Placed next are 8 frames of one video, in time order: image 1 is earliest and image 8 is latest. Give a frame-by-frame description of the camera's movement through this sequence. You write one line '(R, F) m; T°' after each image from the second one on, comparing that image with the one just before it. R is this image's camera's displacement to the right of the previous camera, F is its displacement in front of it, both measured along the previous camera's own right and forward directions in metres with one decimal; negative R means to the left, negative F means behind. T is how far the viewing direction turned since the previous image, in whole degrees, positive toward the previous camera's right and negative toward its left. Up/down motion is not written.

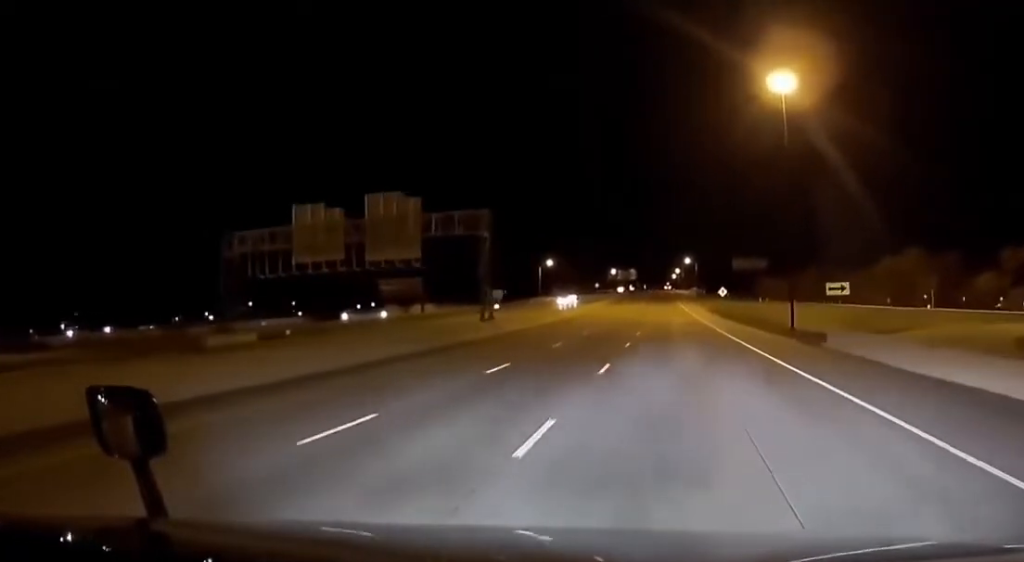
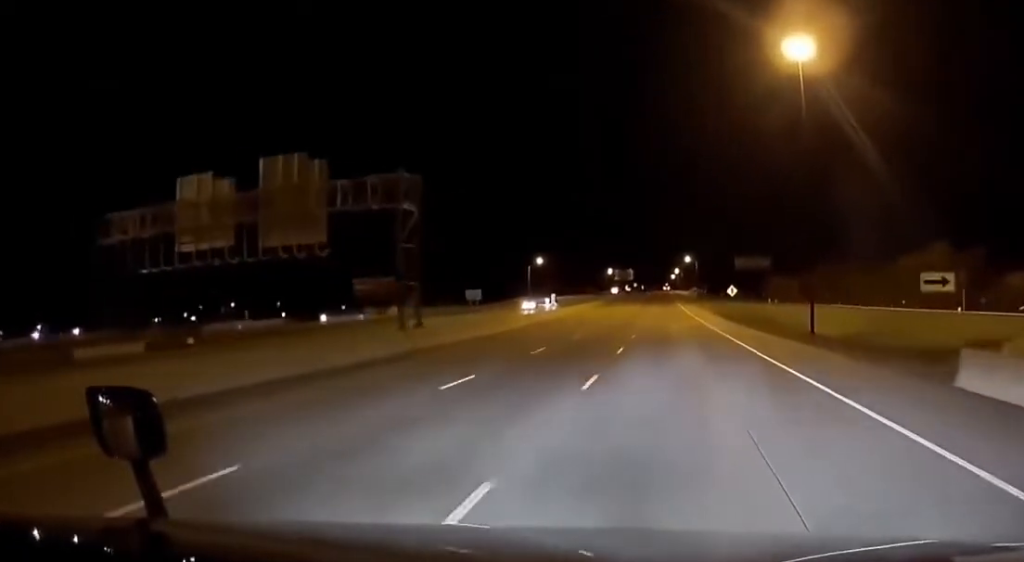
(-0.4, +17.0) m; 0°
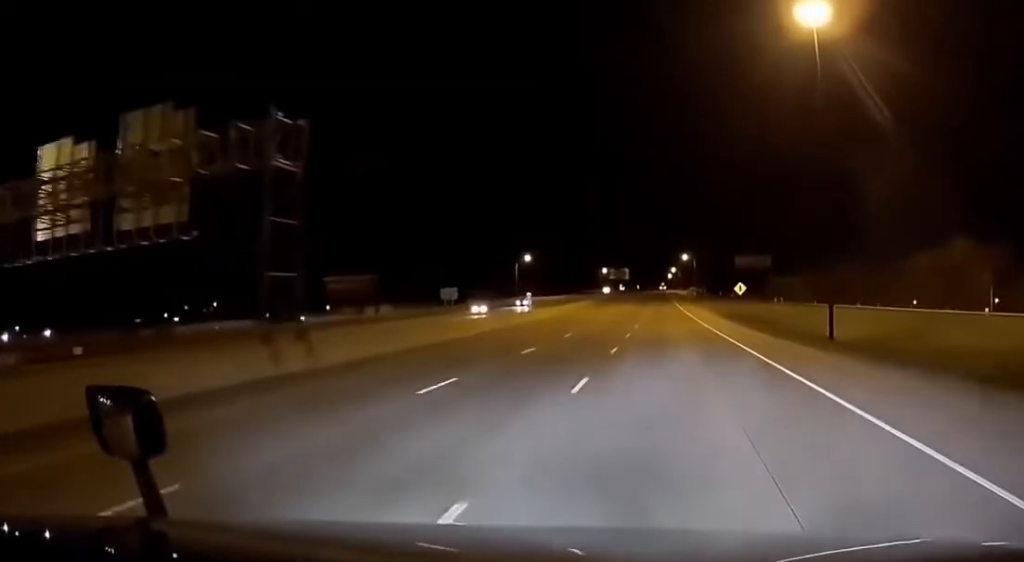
(+0.3, +13.6) m; +1°
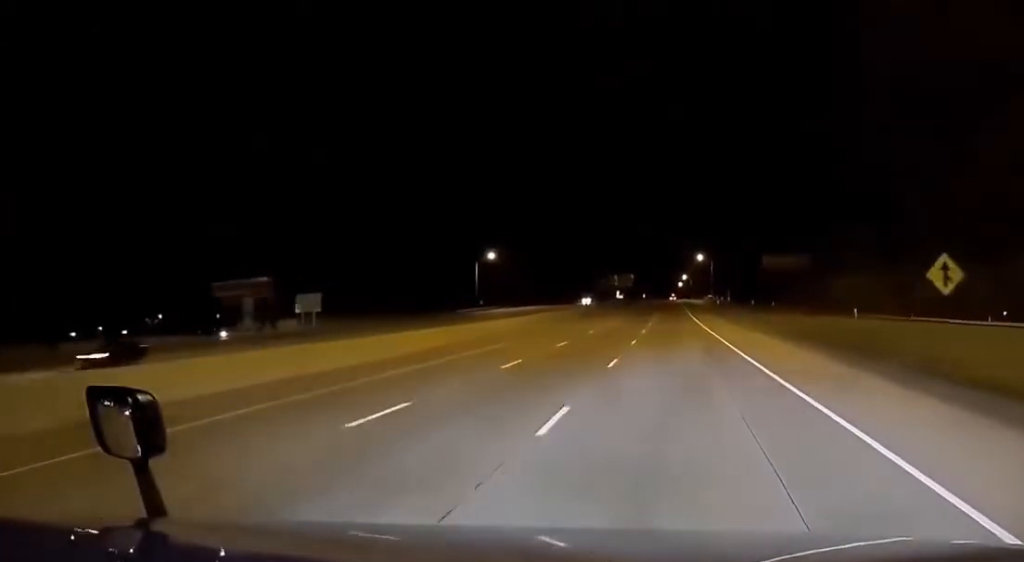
(+0.7, +53.4) m; 0°
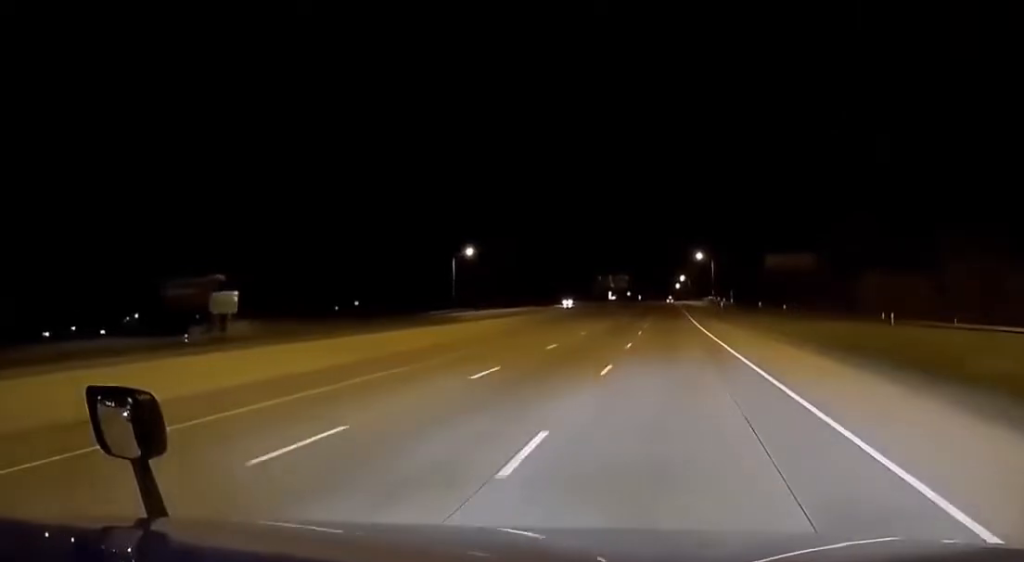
(0.0, +15.2) m; -1°
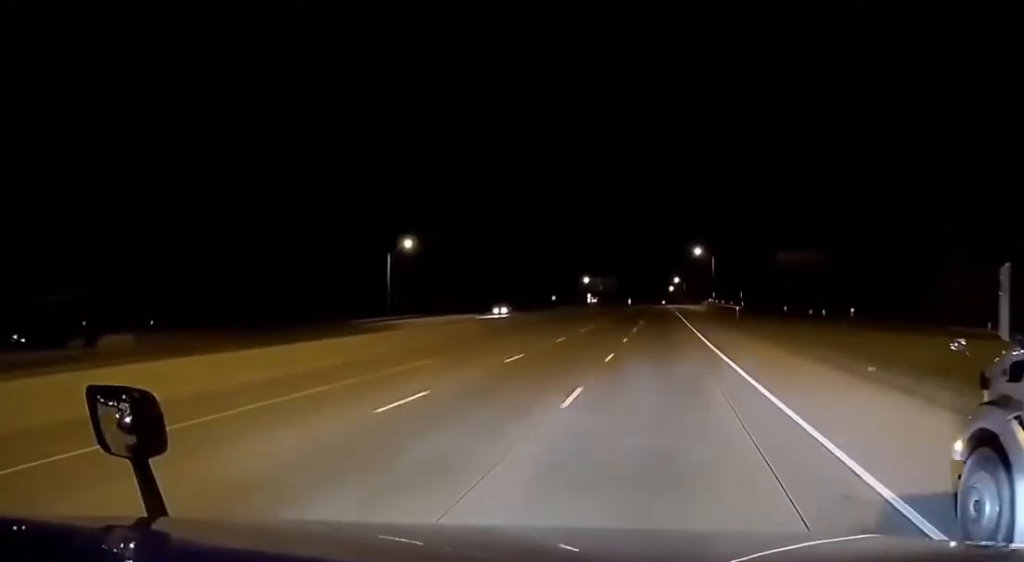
(-0.3, +31.2) m; +1°
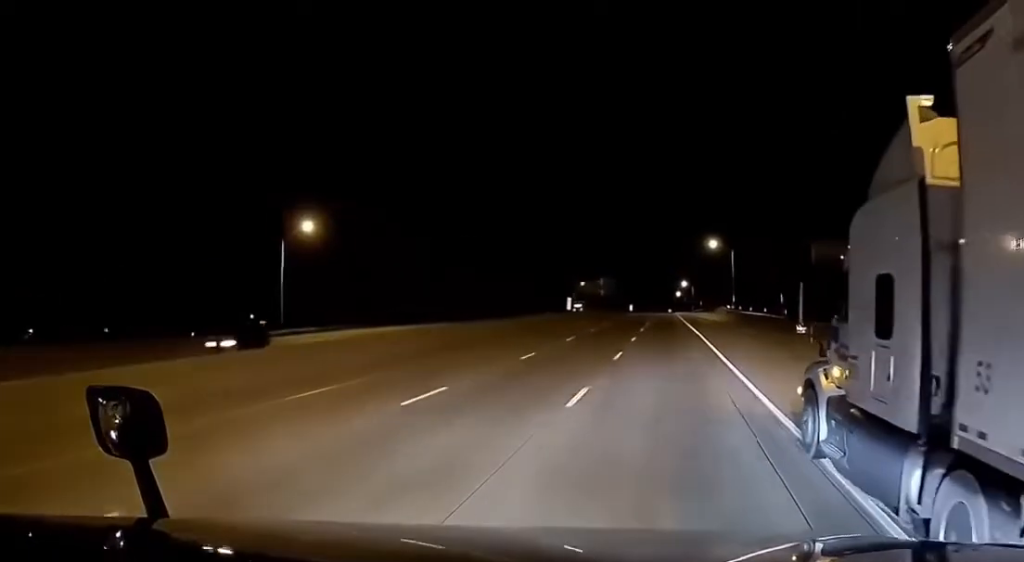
(+0.6, +35.0) m; 0°
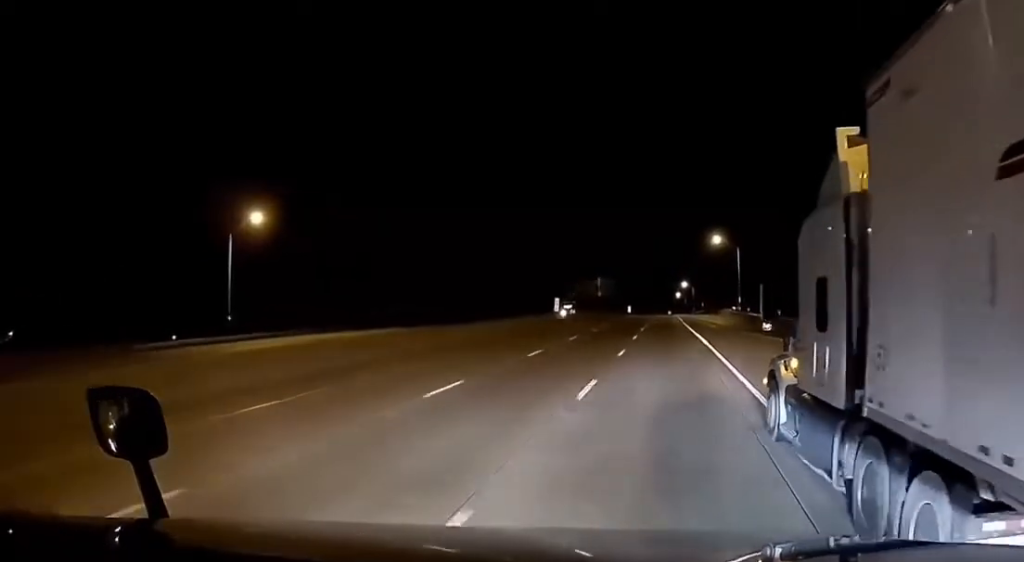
(-0.1, +10.7) m; -1°
